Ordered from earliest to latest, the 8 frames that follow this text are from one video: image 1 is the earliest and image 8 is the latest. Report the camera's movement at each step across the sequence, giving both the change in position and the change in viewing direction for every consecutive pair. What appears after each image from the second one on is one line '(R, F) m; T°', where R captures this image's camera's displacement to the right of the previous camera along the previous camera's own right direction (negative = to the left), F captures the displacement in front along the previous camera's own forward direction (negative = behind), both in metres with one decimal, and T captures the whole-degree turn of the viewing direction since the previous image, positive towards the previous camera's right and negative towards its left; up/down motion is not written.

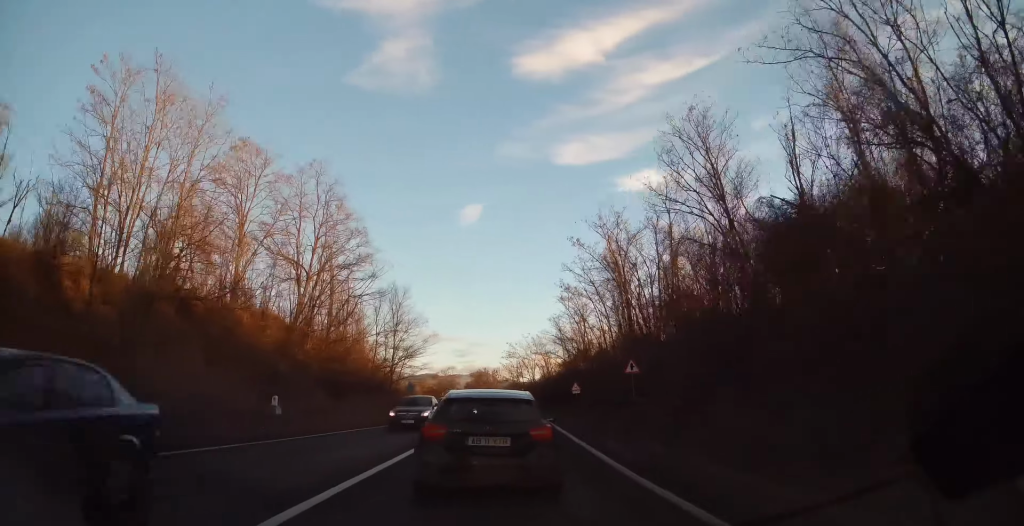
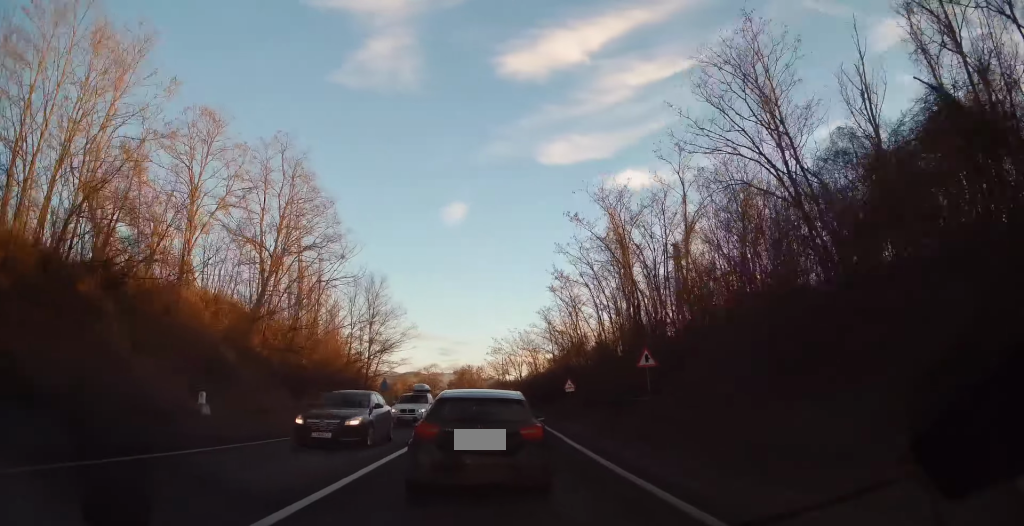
(+0.1, +4.8) m; +1°
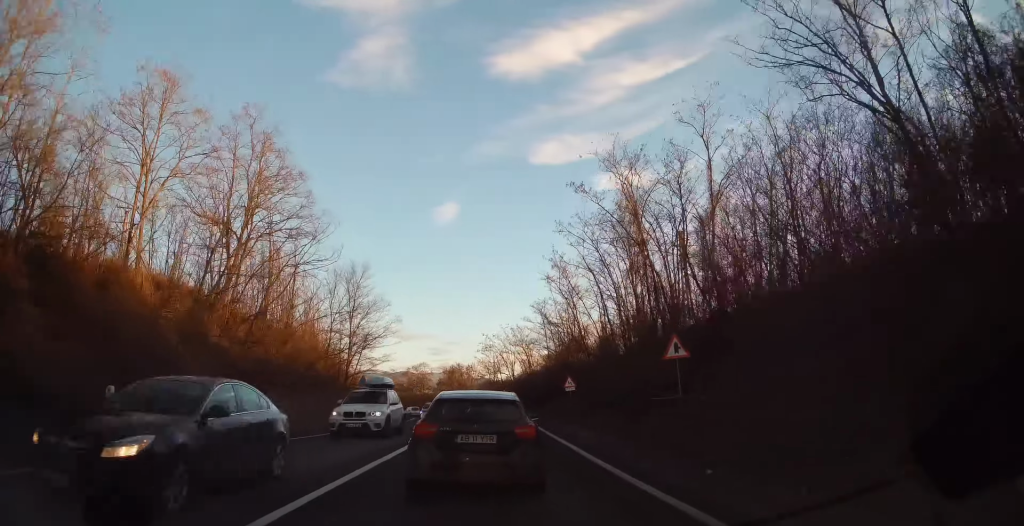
(0.0, +4.4) m; 0°
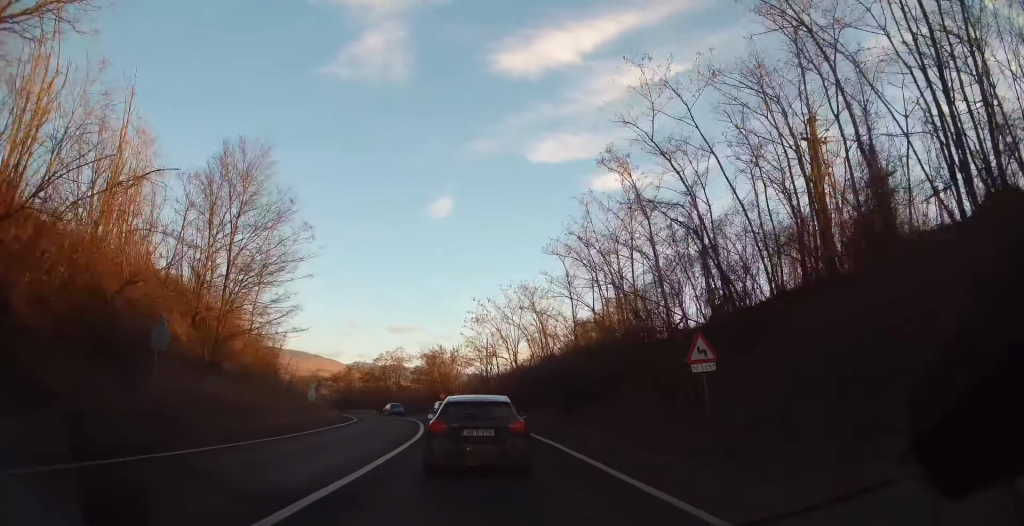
(0.0, +23.5) m; -1°
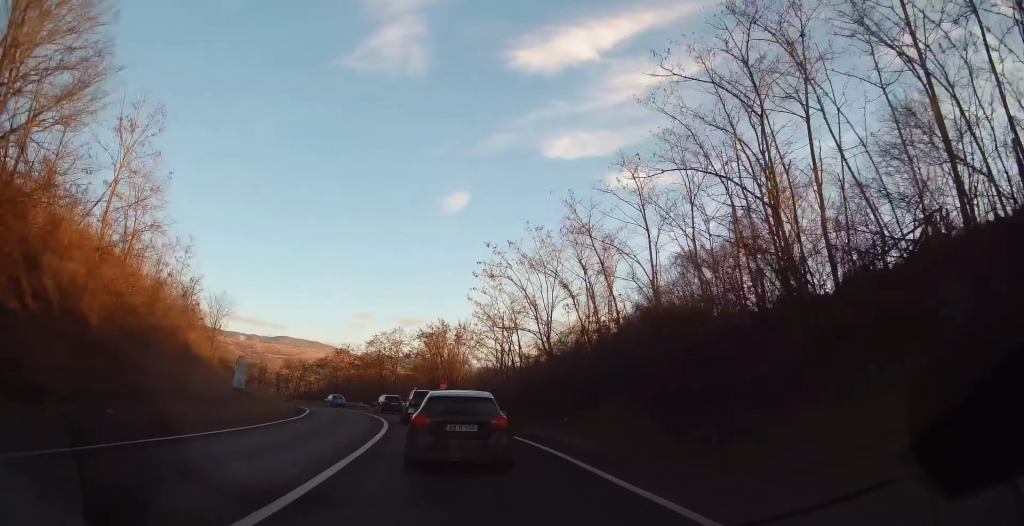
(-0.4, +15.5) m; -2°
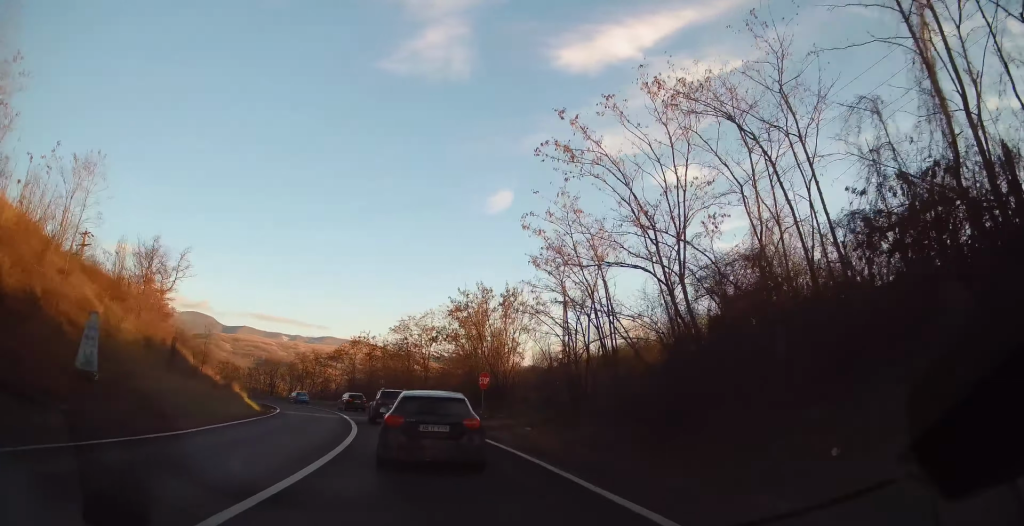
(-0.3, +15.9) m; -5°
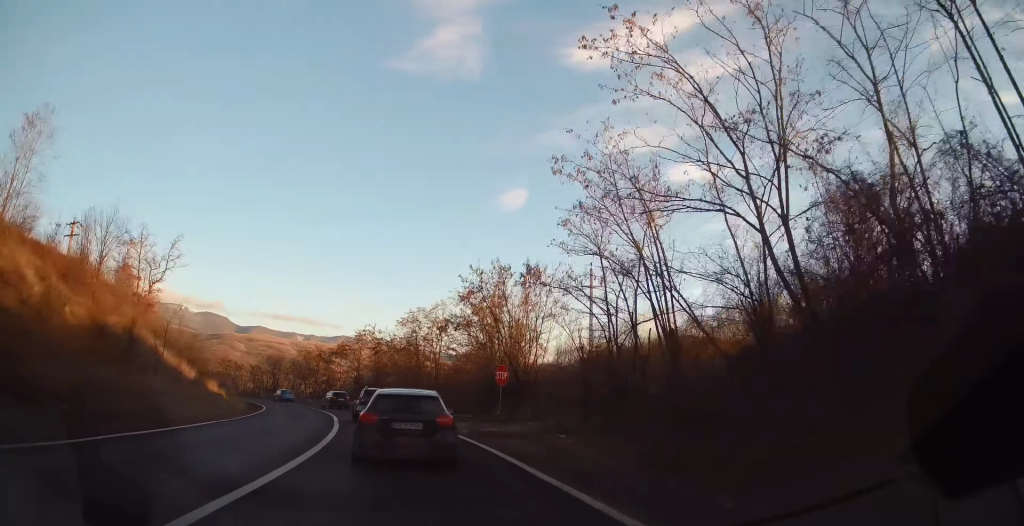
(-0.1, +5.4) m; -3°
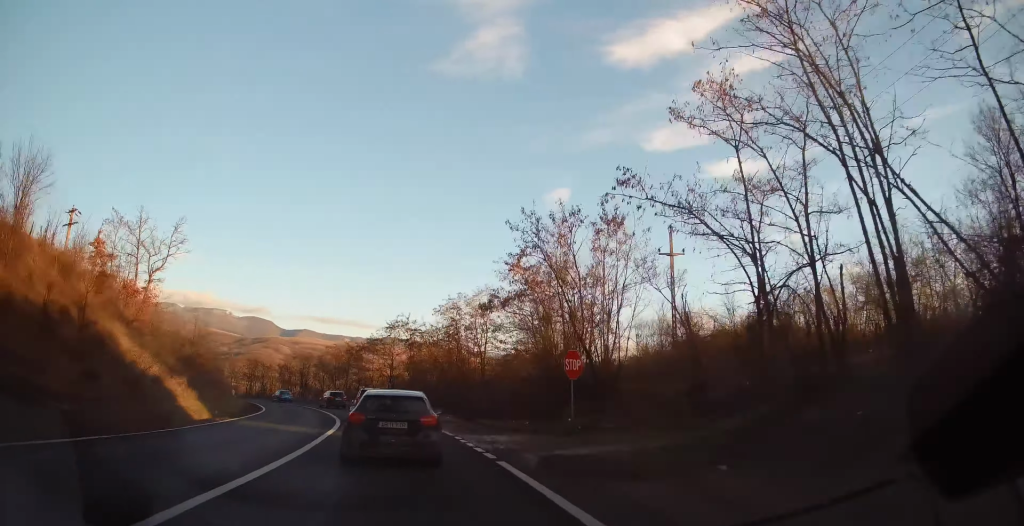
(-0.4, +8.6) m; -5°
